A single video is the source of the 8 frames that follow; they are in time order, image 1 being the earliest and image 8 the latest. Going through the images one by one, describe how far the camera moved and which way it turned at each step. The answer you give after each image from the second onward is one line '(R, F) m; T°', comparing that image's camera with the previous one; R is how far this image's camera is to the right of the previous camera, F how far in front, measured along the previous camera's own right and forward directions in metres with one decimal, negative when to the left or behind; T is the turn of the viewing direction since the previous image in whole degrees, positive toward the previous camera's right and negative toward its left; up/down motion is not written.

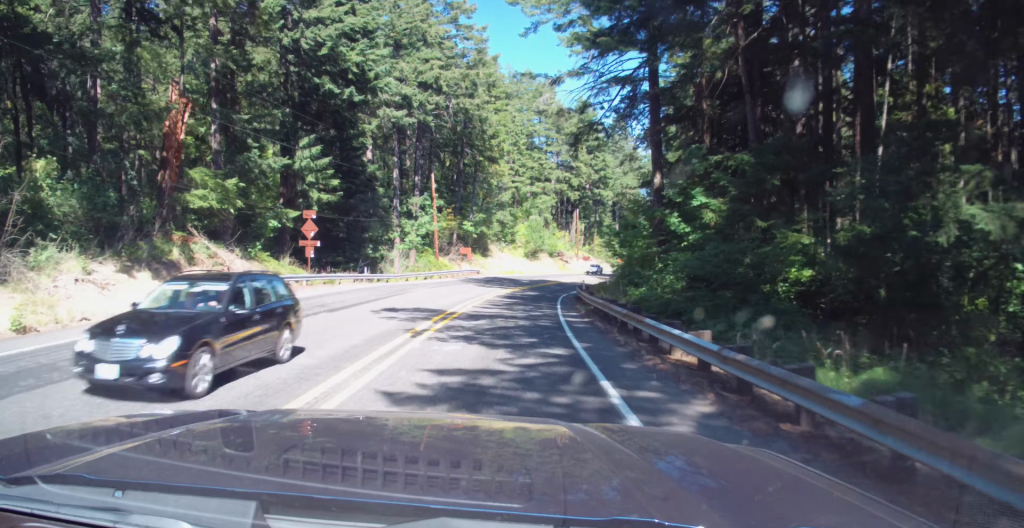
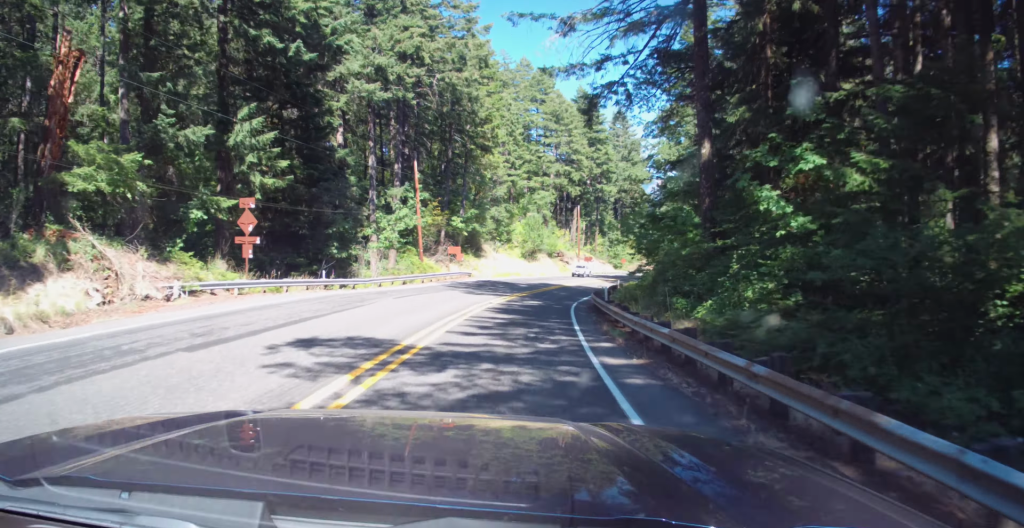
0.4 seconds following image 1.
(0.0, +8.9) m; 0°
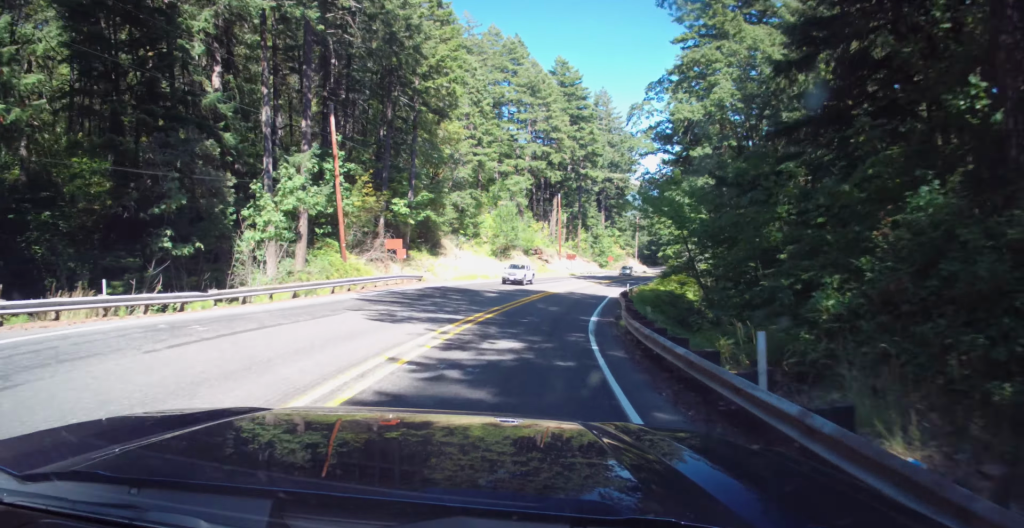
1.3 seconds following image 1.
(+0.1, +18.0) m; +2°
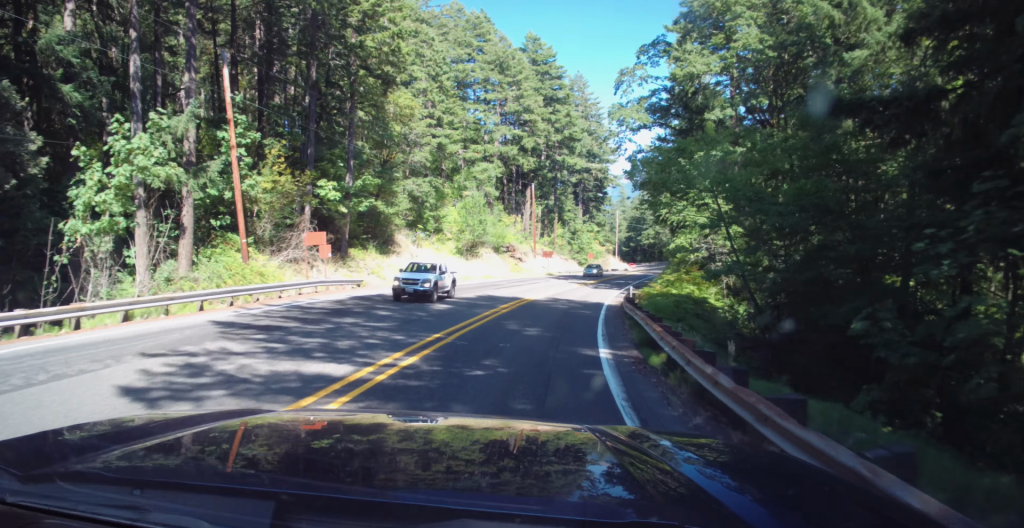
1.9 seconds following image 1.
(+0.1, +10.8) m; +3°
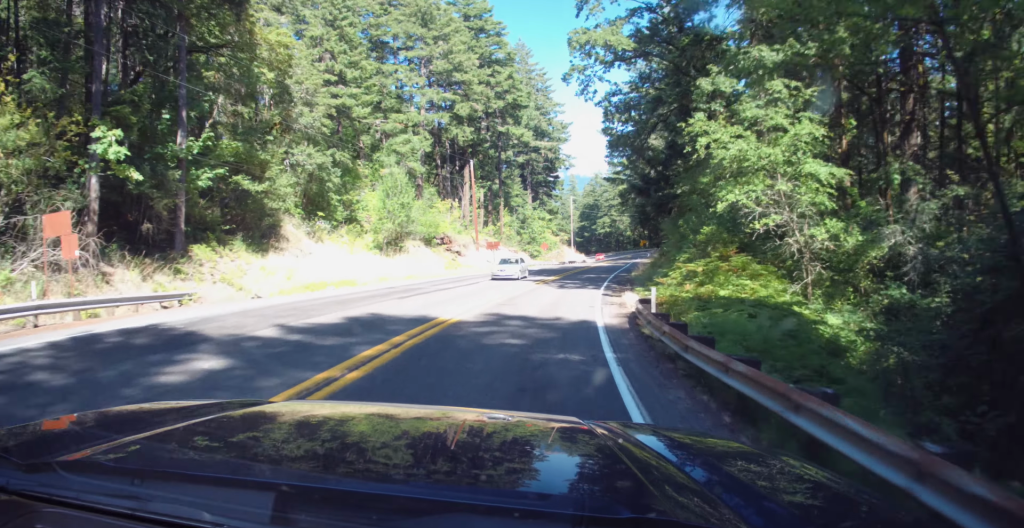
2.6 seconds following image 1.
(+0.8, +15.5) m; +4°
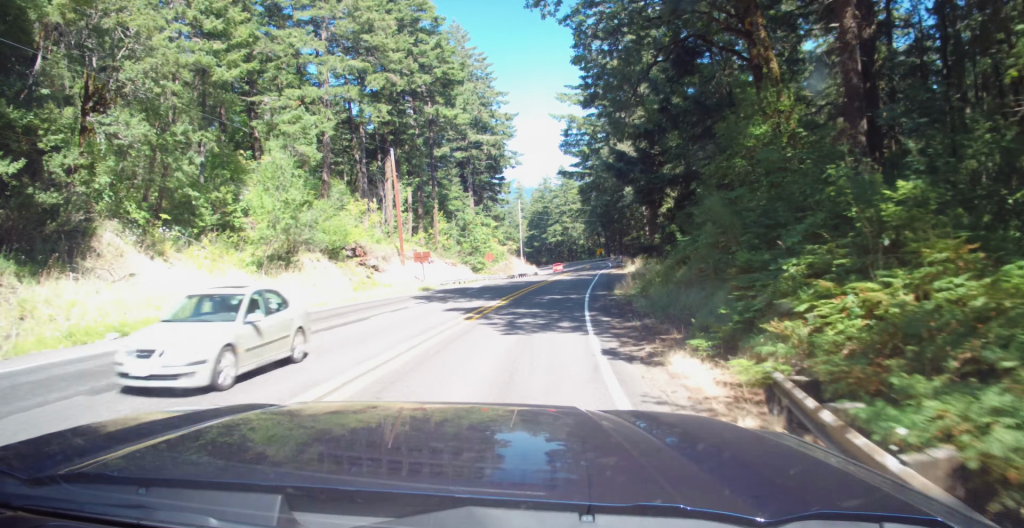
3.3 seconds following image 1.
(+0.6, +14.7) m; +3°
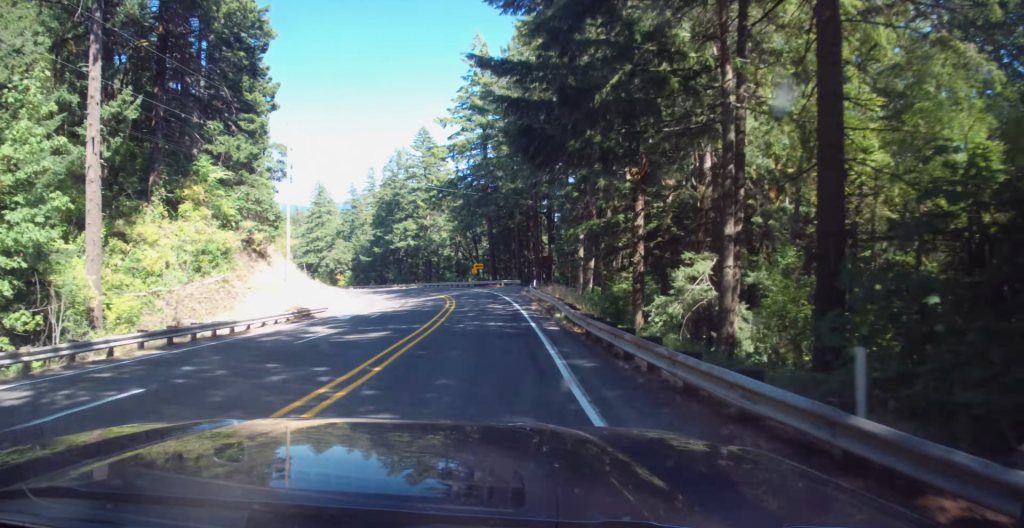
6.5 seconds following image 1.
(+6.3, +66.3) m; +7°
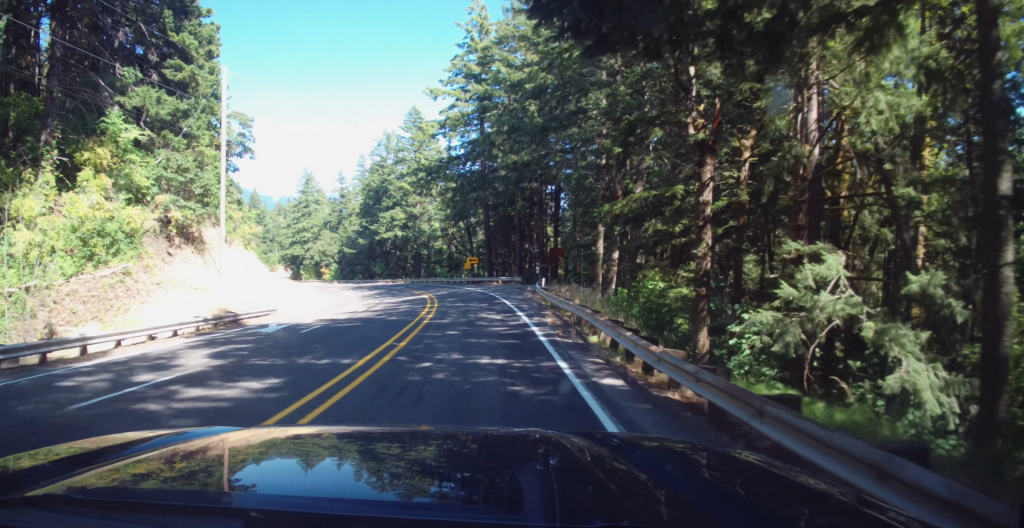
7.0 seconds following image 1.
(-0.3, +11.2) m; 0°
